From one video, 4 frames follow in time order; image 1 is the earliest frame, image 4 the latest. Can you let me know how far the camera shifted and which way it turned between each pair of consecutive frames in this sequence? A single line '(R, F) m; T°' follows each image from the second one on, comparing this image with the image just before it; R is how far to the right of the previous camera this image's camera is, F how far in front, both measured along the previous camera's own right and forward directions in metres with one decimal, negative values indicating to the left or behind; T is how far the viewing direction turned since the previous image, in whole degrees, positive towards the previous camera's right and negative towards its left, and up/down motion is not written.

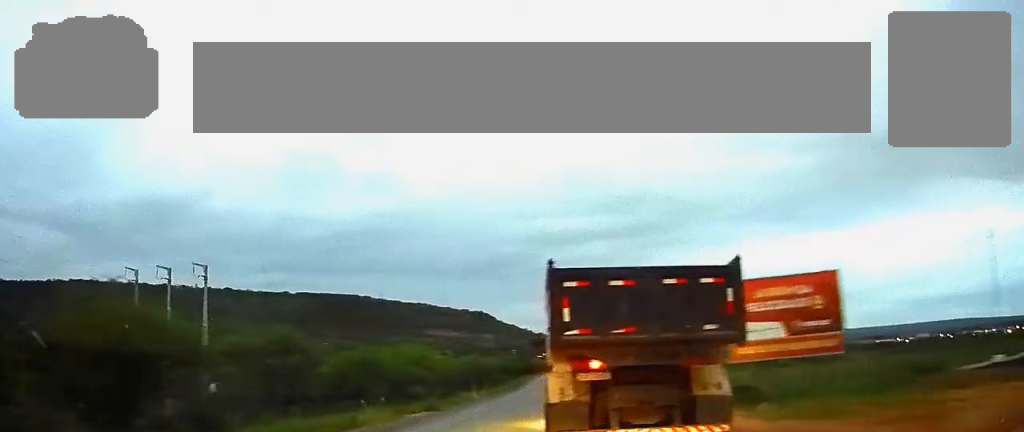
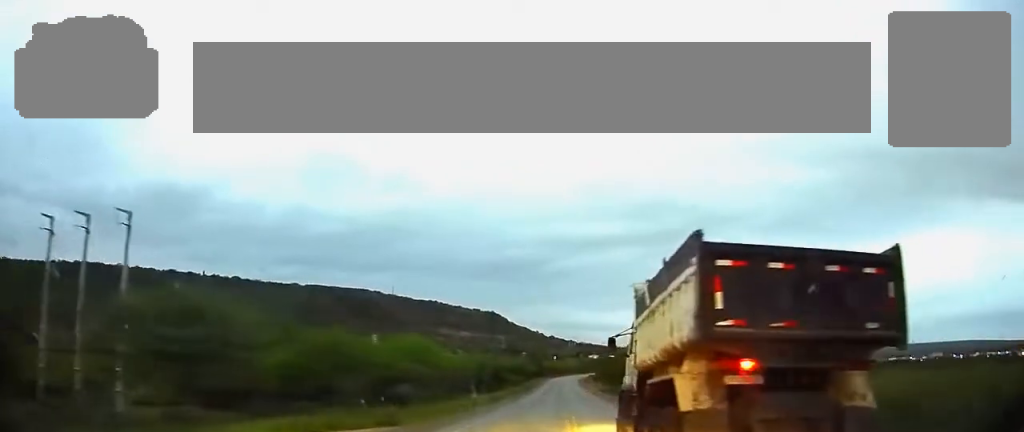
(0.0, +18.7) m; 0°
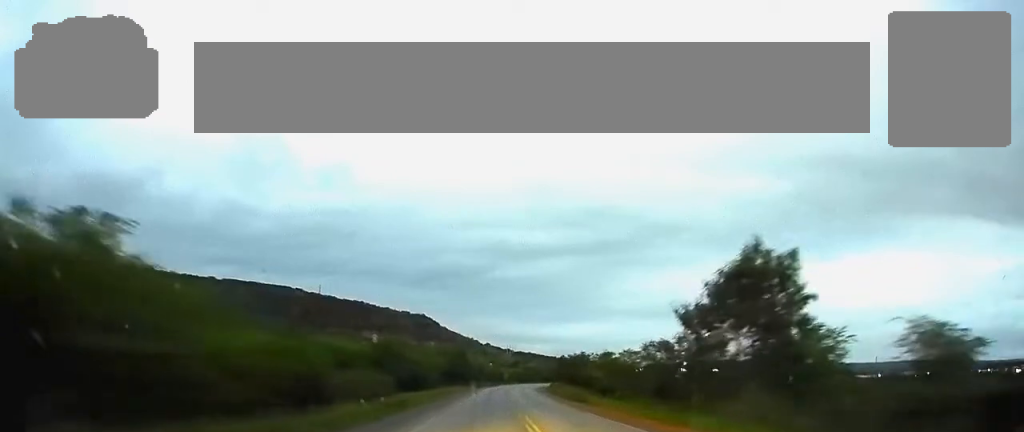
(+1.9, +99.8) m; +3°
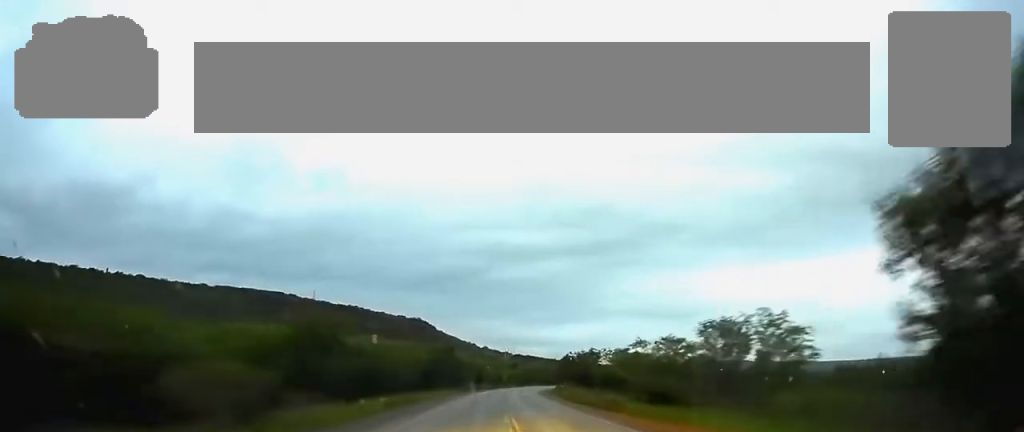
(-0.1, +20.1) m; 0°
